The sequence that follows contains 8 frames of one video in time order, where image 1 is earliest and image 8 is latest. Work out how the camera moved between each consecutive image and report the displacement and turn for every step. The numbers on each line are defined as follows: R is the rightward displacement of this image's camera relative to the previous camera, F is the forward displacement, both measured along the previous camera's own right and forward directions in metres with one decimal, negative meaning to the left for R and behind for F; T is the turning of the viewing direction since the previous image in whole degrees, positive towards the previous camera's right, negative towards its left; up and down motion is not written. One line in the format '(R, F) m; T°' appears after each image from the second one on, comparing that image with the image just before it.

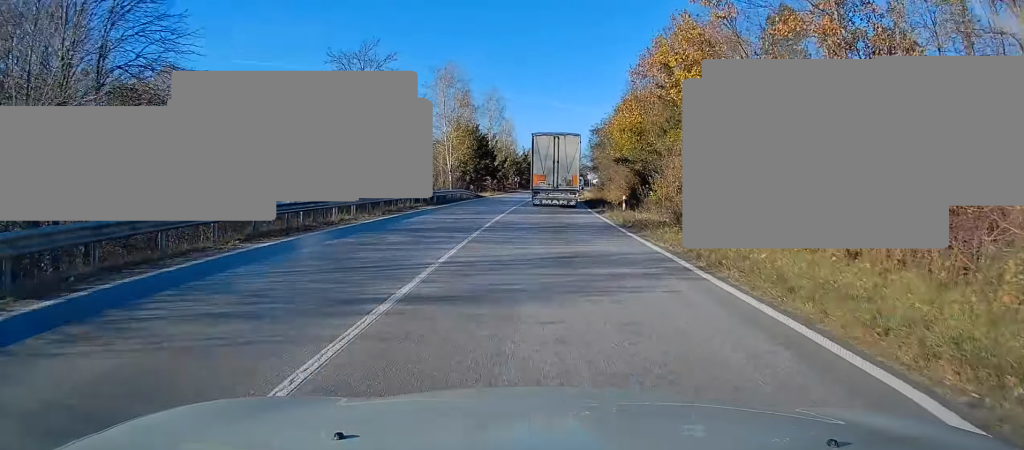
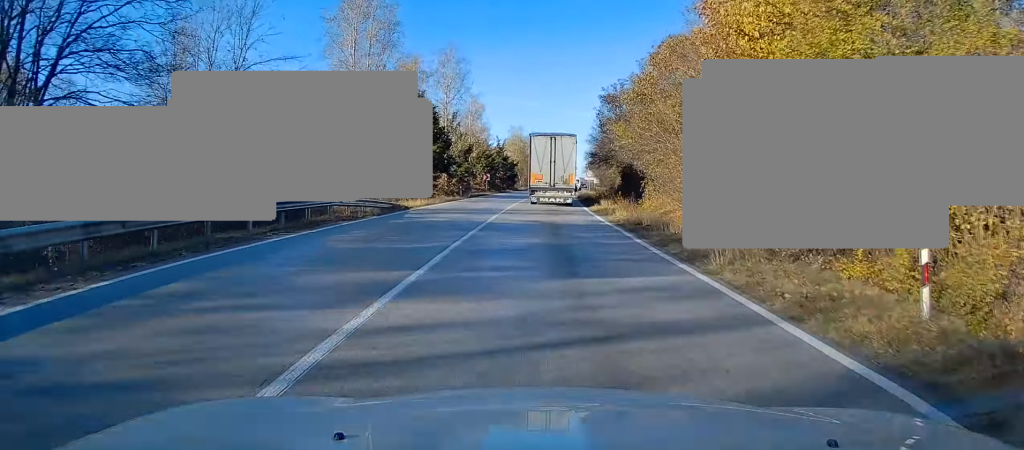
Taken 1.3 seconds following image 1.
(+0.4, +28.2) m; +1°
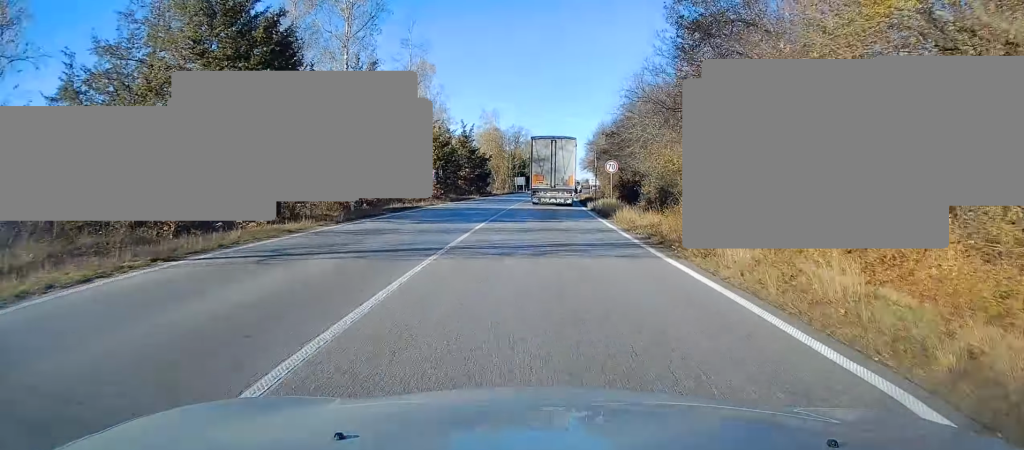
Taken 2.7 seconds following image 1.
(-0.1, +29.9) m; +1°
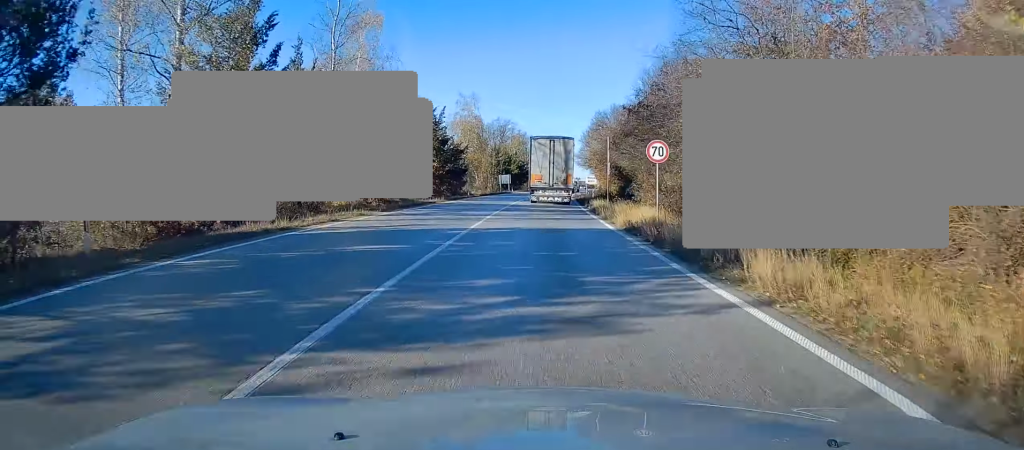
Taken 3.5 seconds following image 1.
(+0.3, +16.0) m; +2°
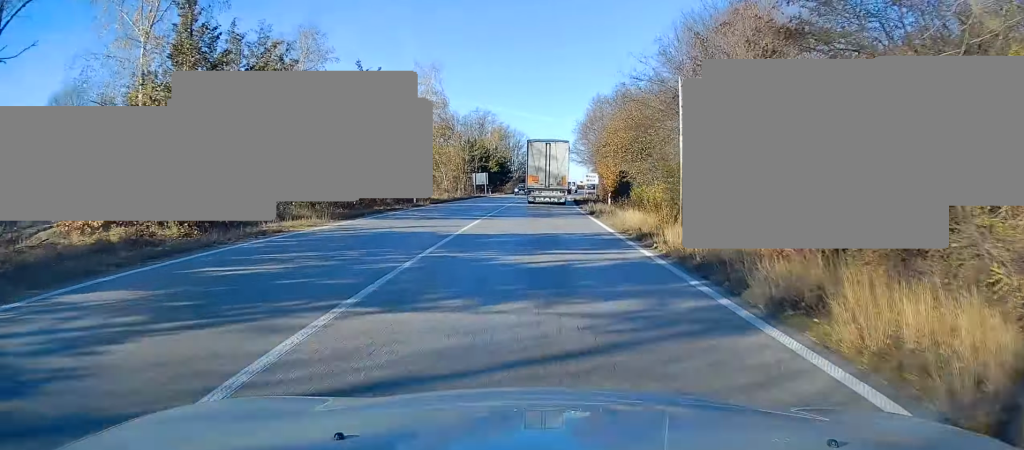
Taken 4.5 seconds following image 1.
(+0.4, +21.8) m; +1°
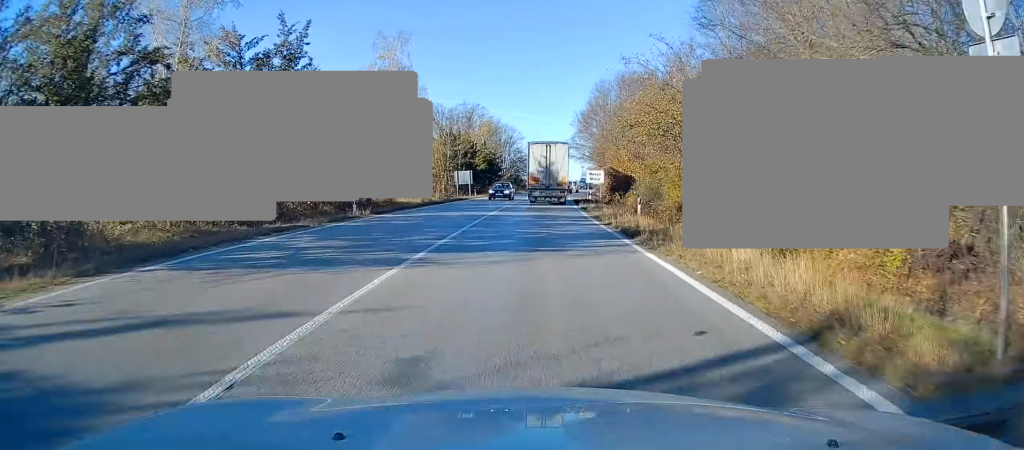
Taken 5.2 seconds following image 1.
(0.0, +12.4) m; 0°
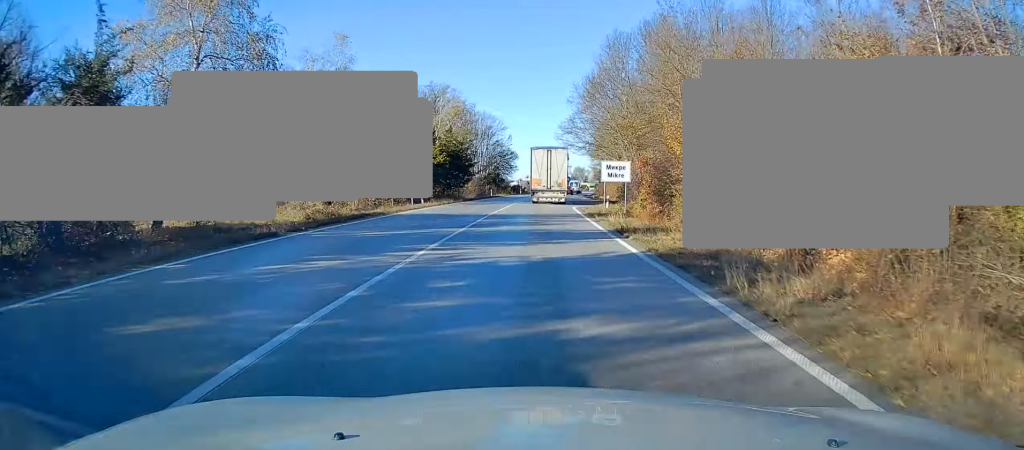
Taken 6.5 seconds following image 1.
(+0.2, +25.5) m; +1°
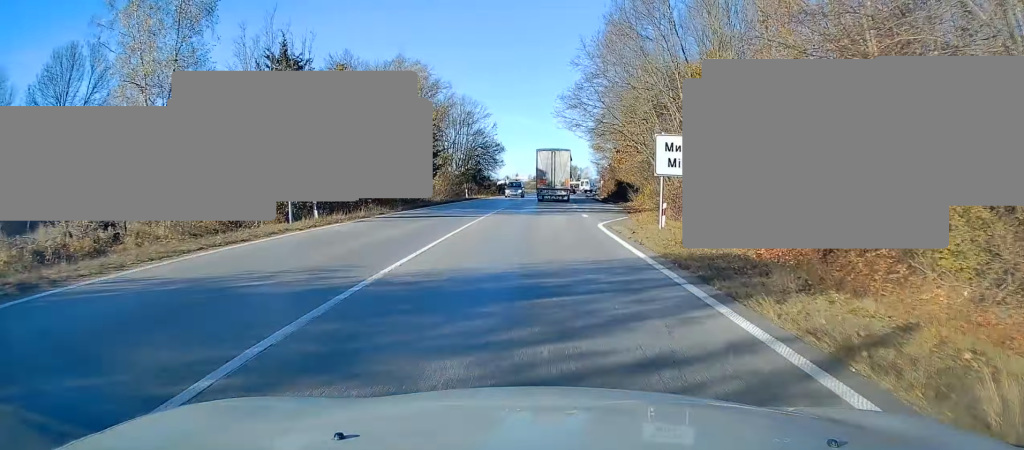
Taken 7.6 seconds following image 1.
(+0.1, +19.4) m; 0°
